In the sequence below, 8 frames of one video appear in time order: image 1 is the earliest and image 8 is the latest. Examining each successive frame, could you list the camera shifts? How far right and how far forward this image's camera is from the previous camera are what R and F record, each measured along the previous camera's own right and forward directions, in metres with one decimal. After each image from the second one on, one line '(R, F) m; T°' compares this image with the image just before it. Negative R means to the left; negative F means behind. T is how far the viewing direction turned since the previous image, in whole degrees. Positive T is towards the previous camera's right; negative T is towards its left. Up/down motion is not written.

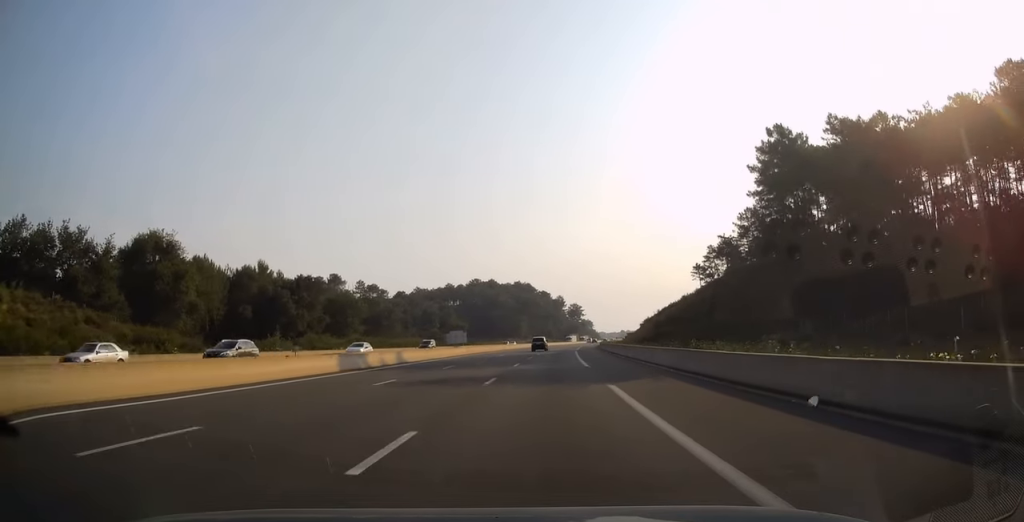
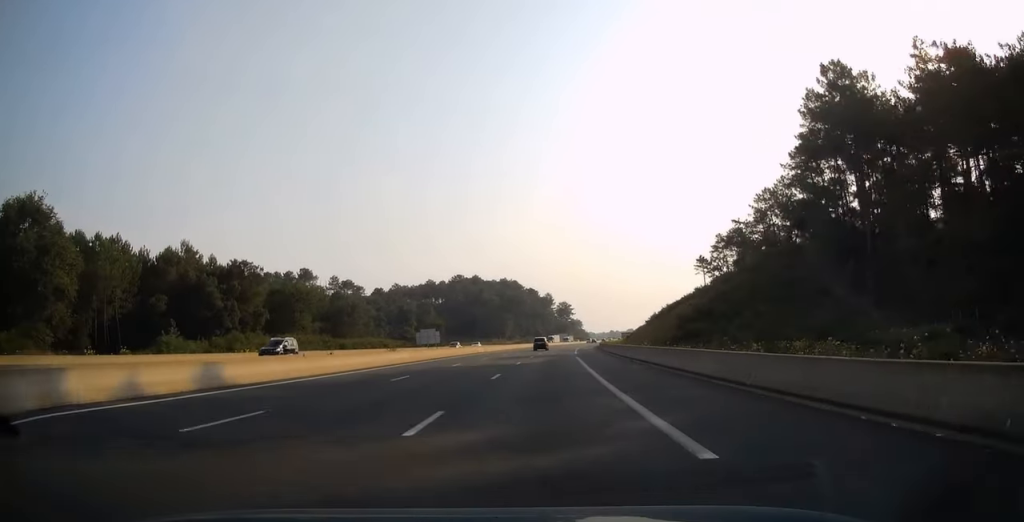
(+0.4, +23.2) m; +1°
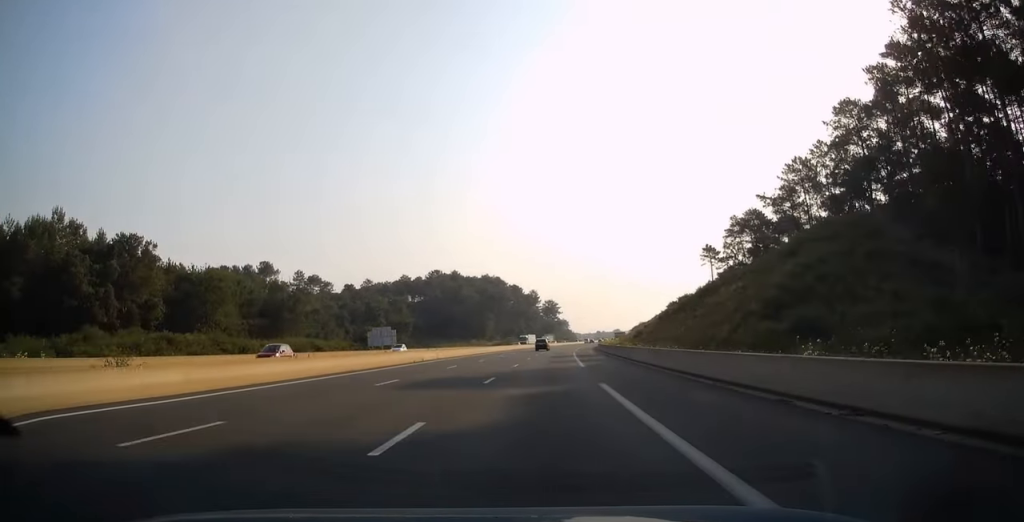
(+0.2, +27.2) m; +1°
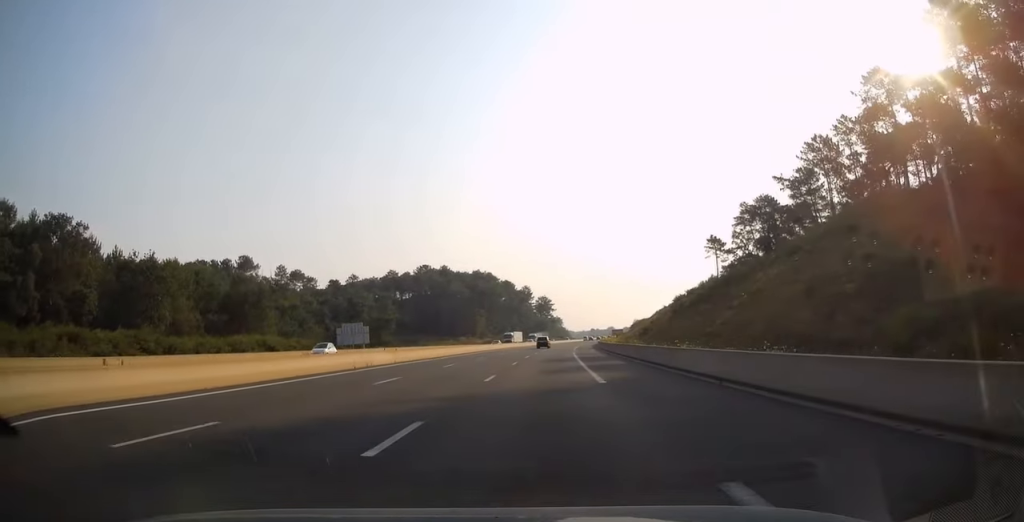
(+0.1, +12.9) m; +1°
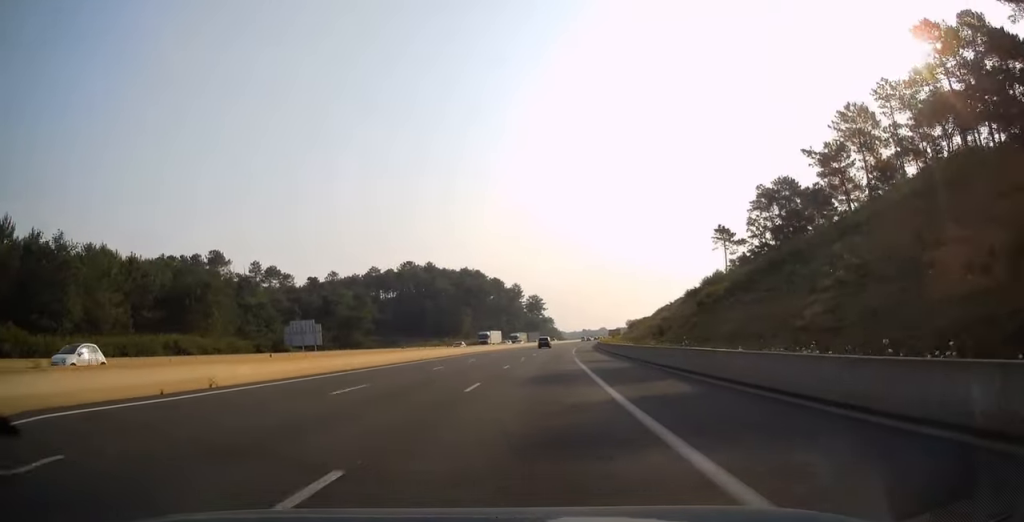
(+0.1, +16.8) m; +1°
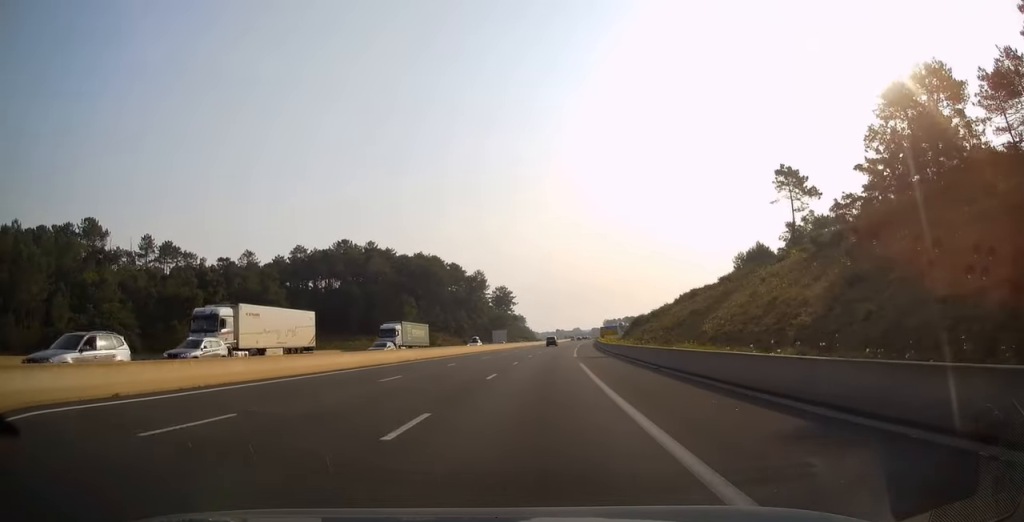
(+1.0, +59.4) m; +2°
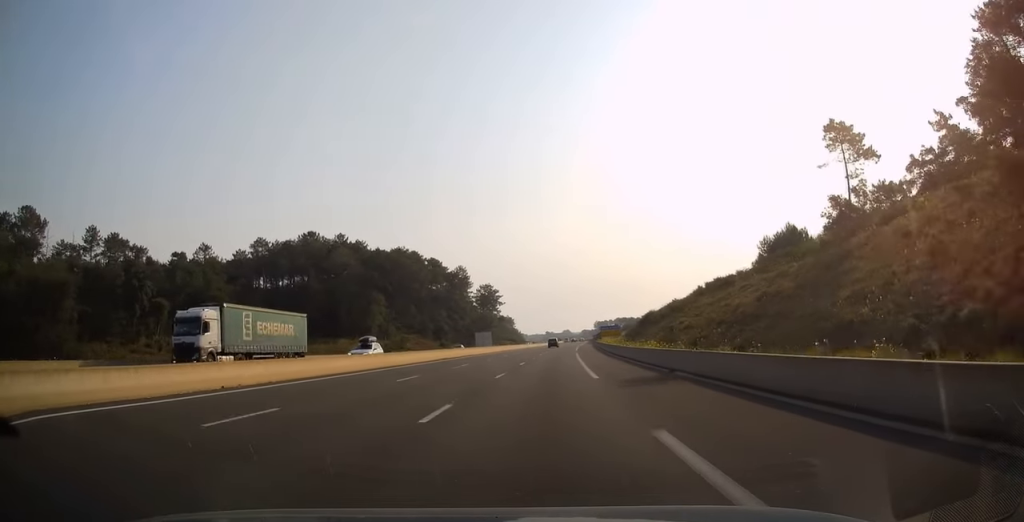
(+0.5, +23.8) m; +1°
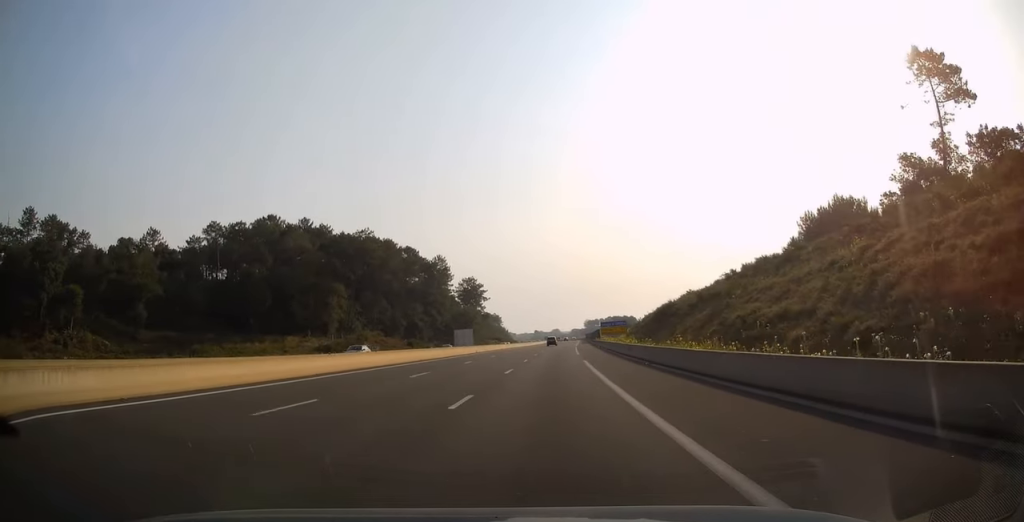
(+0.2, +24.3) m; +1°
